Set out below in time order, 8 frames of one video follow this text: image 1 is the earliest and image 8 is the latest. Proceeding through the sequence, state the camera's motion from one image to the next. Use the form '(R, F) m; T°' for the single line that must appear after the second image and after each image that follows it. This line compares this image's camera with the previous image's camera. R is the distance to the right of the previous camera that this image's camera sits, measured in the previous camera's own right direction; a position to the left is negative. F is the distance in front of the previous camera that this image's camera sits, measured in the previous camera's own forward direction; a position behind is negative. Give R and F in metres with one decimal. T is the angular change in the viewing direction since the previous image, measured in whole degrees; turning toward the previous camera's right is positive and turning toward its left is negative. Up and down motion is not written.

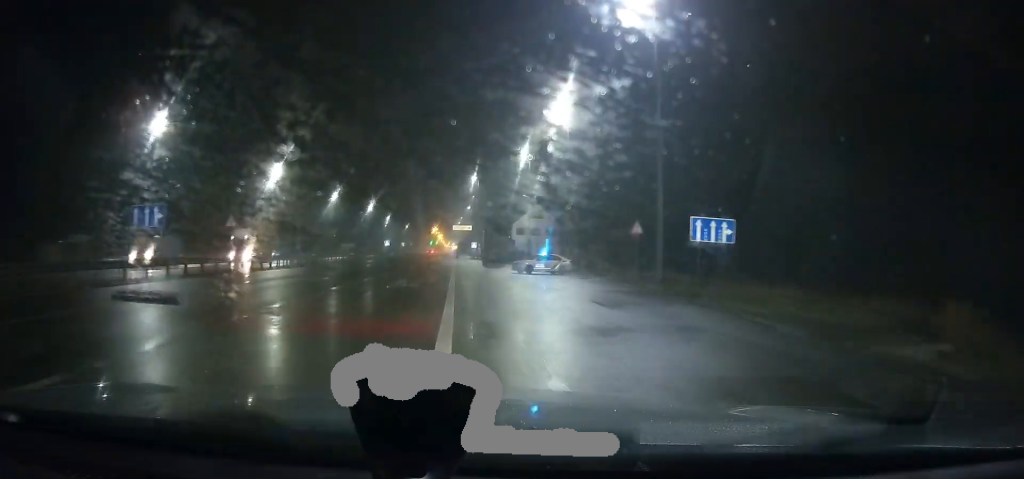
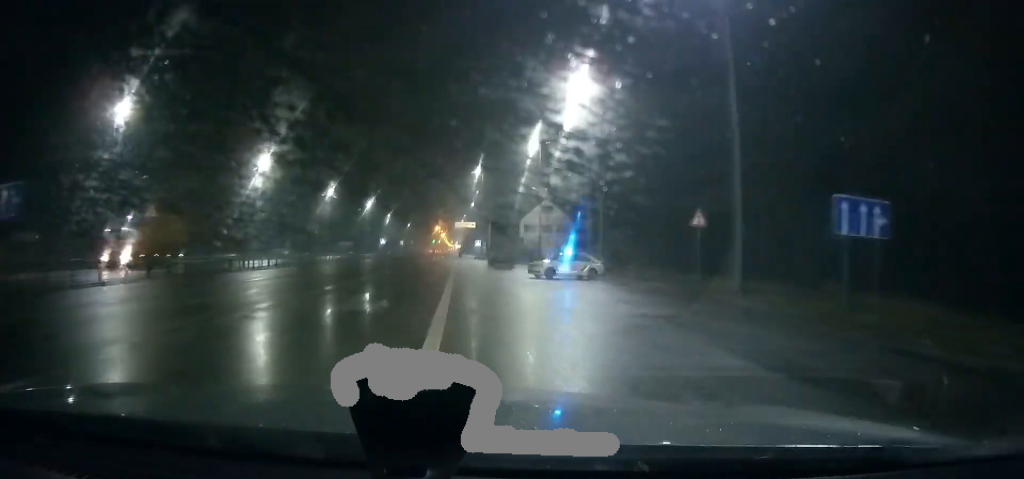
(0.0, +9.6) m; -1°
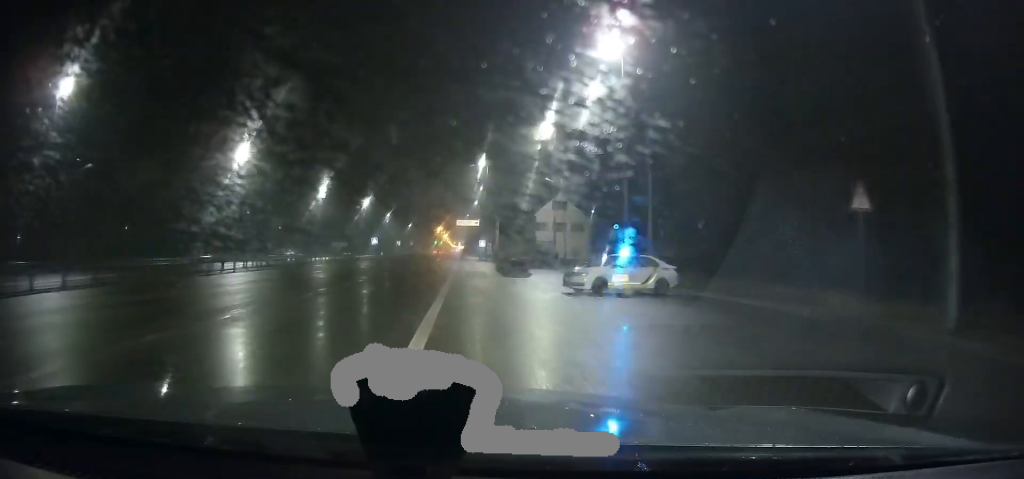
(-0.1, +11.6) m; -1°
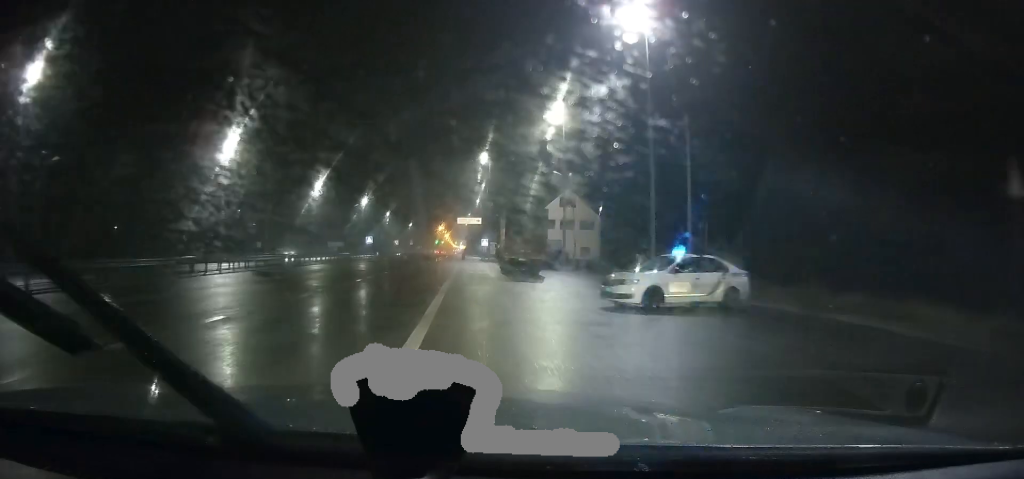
(0.0, +5.6) m; 0°
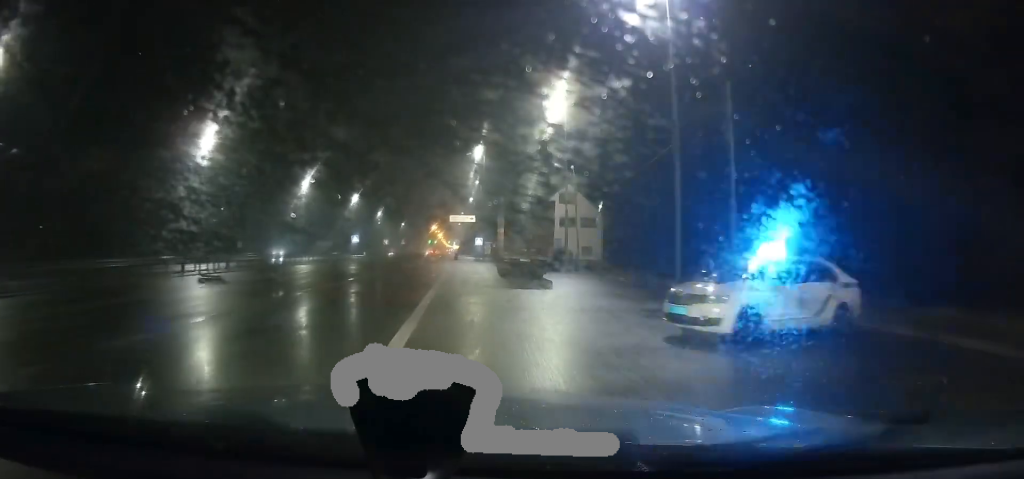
(0.0, +5.2) m; +3°
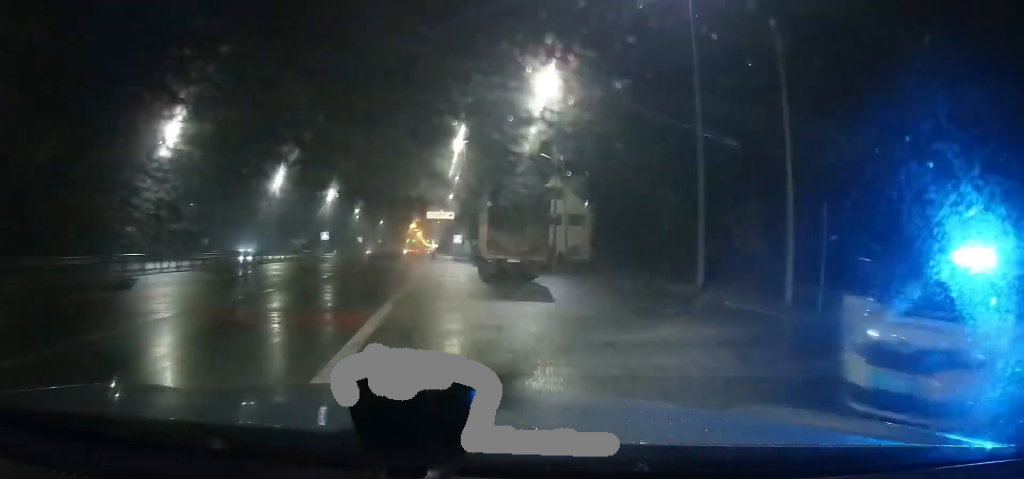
(+0.2, +5.3) m; +7°
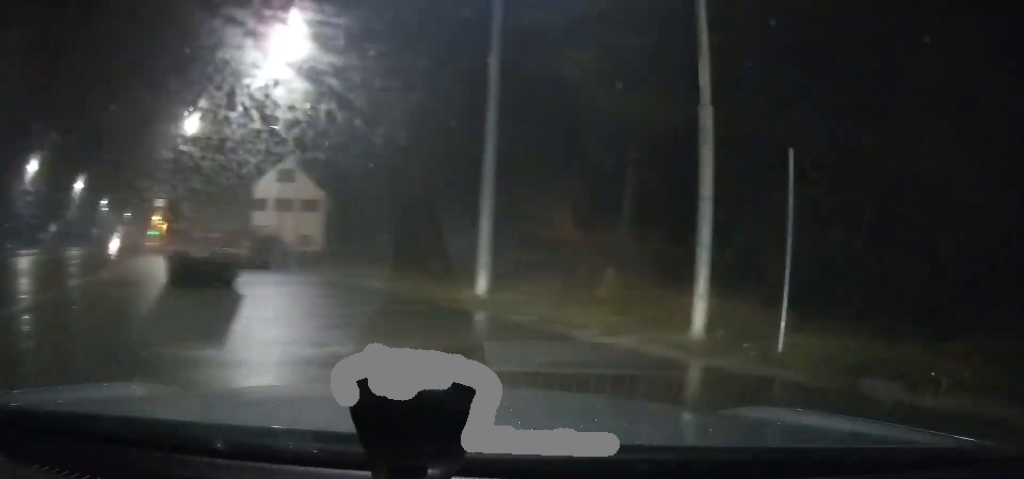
(+1.6, +8.4) m; +21°
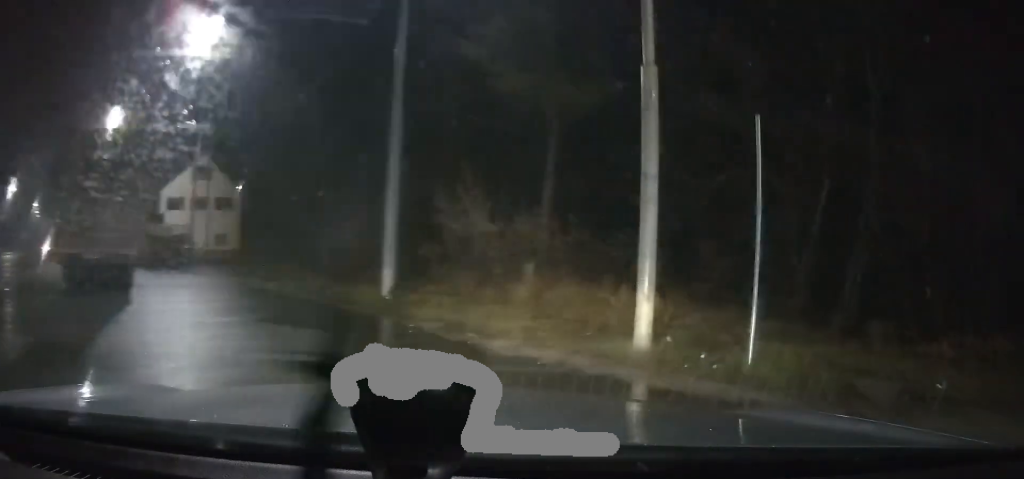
(+0.2, +1.8) m; +2°
